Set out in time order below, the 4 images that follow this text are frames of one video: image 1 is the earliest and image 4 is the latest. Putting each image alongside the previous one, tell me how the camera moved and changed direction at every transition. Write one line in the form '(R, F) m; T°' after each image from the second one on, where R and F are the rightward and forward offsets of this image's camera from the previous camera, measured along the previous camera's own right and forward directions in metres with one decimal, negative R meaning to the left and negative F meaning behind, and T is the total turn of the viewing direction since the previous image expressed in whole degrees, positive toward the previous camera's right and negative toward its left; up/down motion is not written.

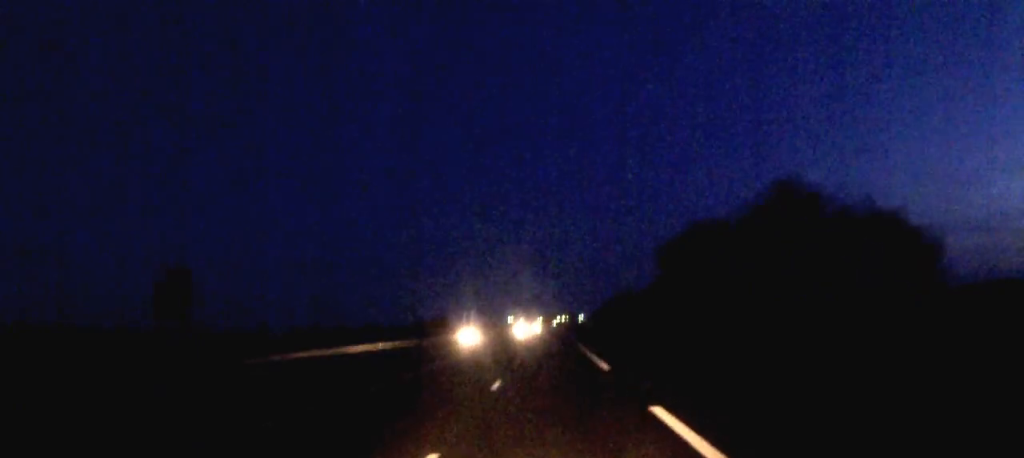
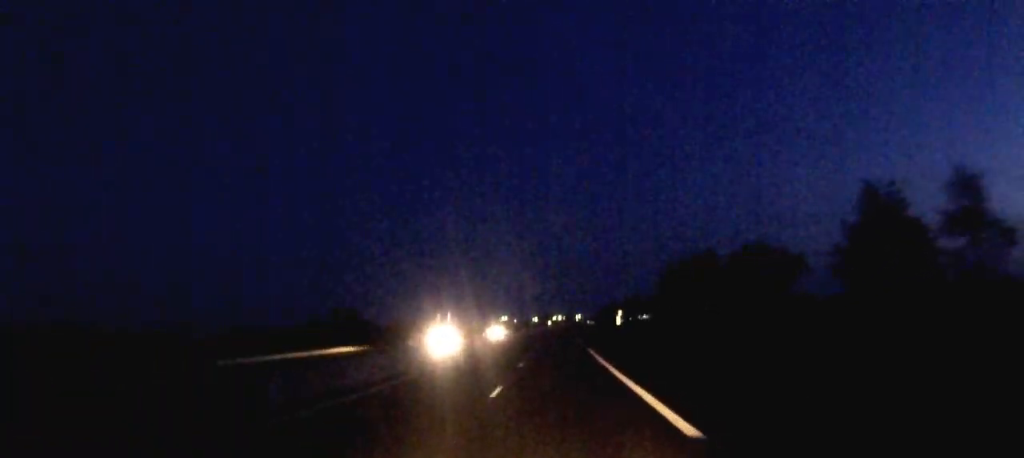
(+0.2, +67.2) m; +1°
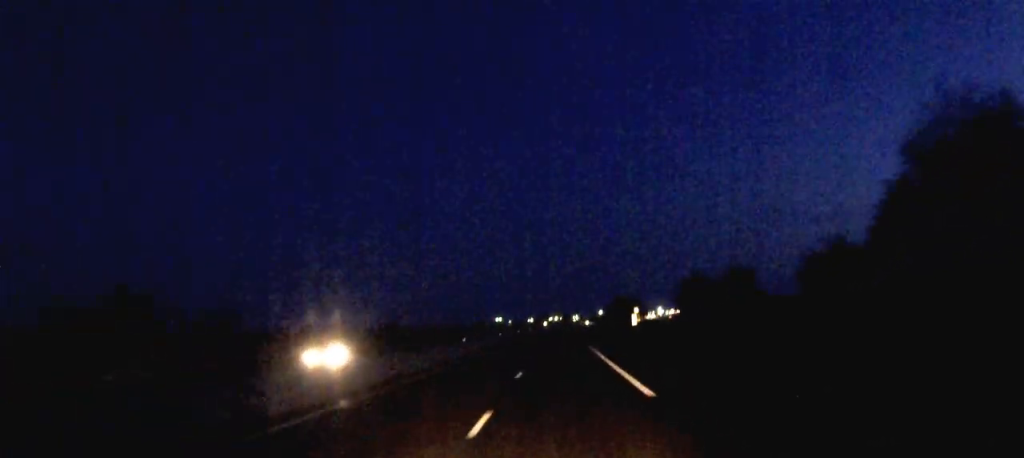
(+0.1, +44.6) m; 0°
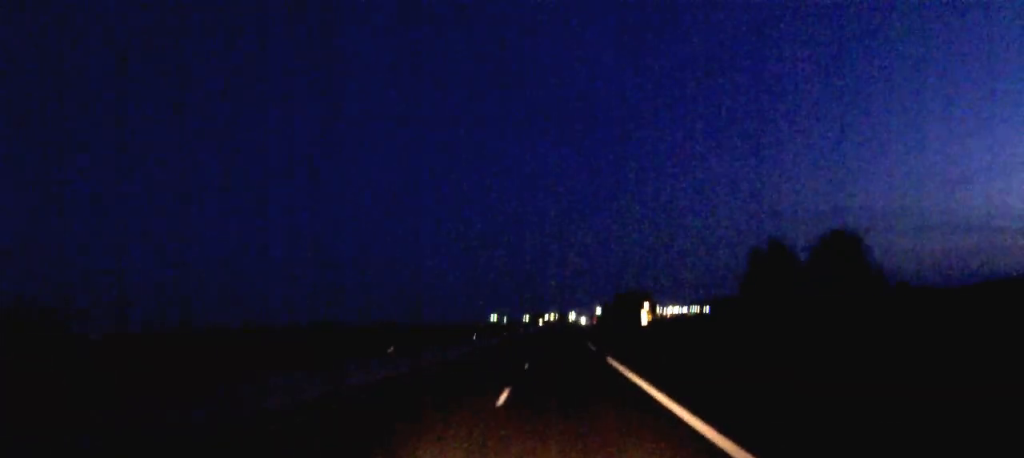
(0.0, +21.4) m; 0°
